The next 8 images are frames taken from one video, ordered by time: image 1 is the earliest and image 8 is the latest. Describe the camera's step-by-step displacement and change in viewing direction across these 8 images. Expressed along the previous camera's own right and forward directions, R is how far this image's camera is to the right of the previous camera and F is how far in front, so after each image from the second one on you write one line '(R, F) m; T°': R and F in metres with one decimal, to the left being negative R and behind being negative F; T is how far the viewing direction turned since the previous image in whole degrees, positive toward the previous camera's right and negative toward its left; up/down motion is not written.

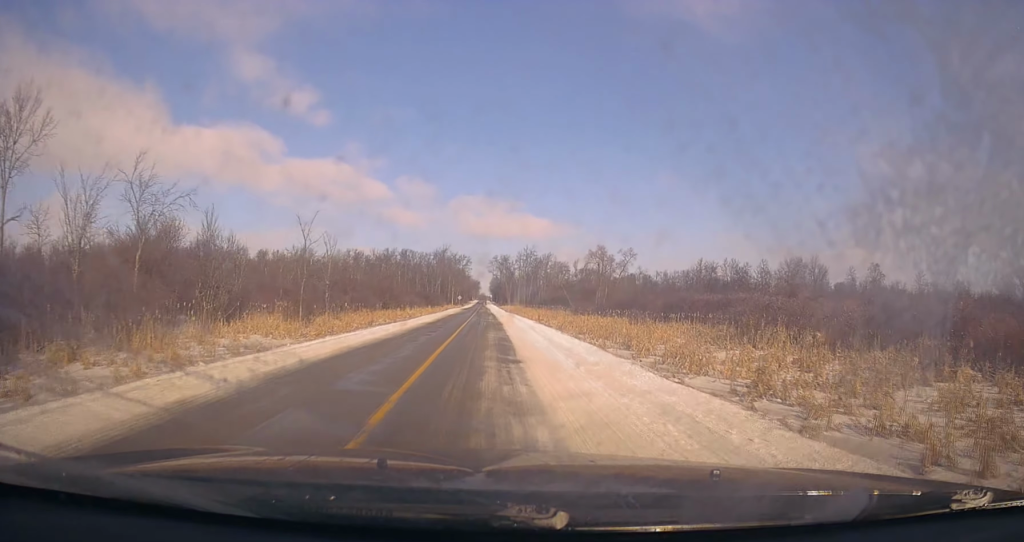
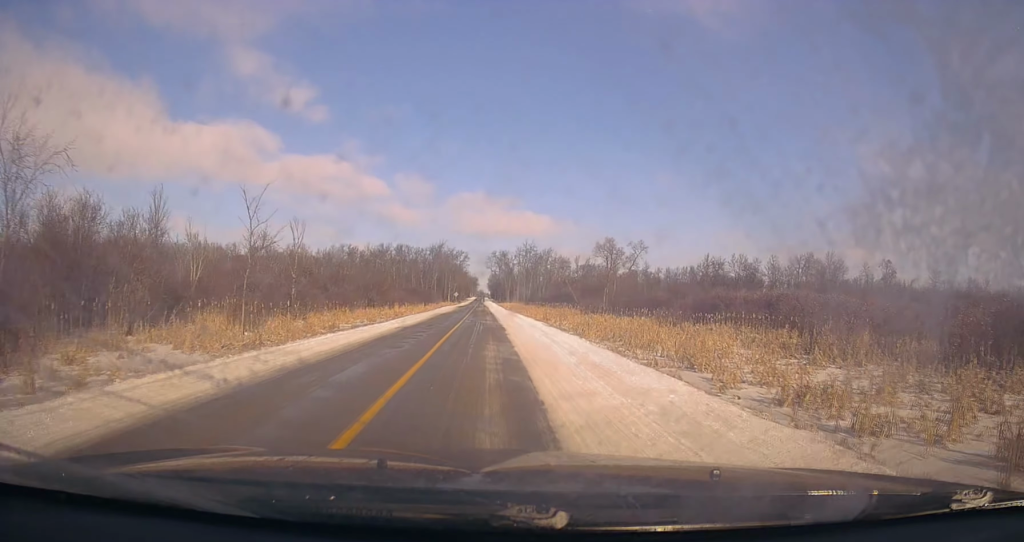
(-0.2, +8.8) m; 0°
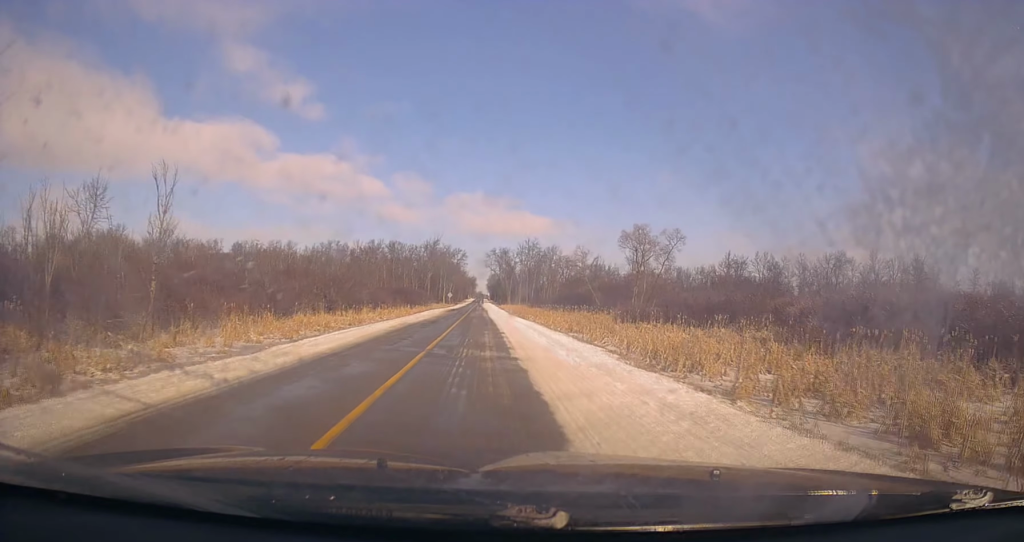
(+0.5, +19.4) m; 0°
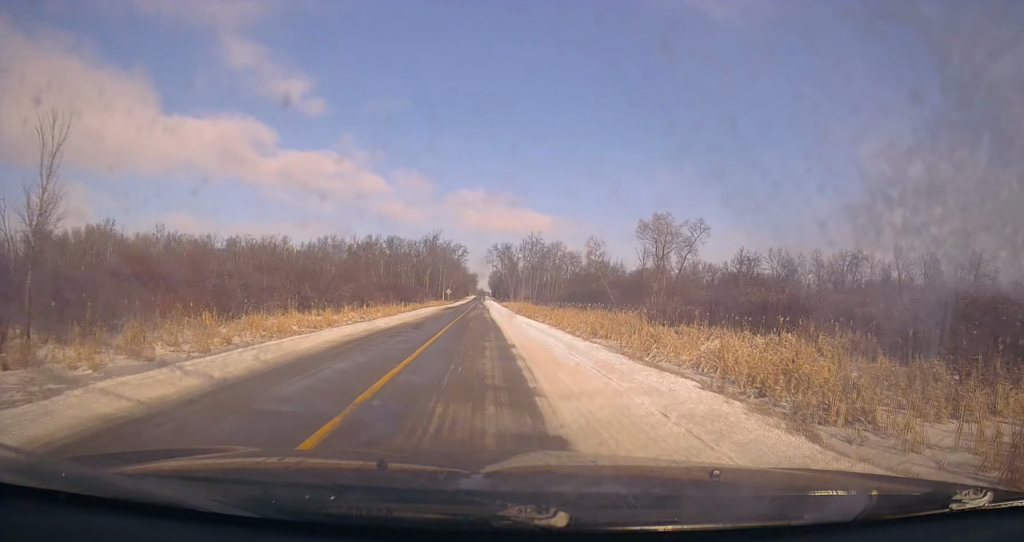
(-0.2, +8.4) m; 0°
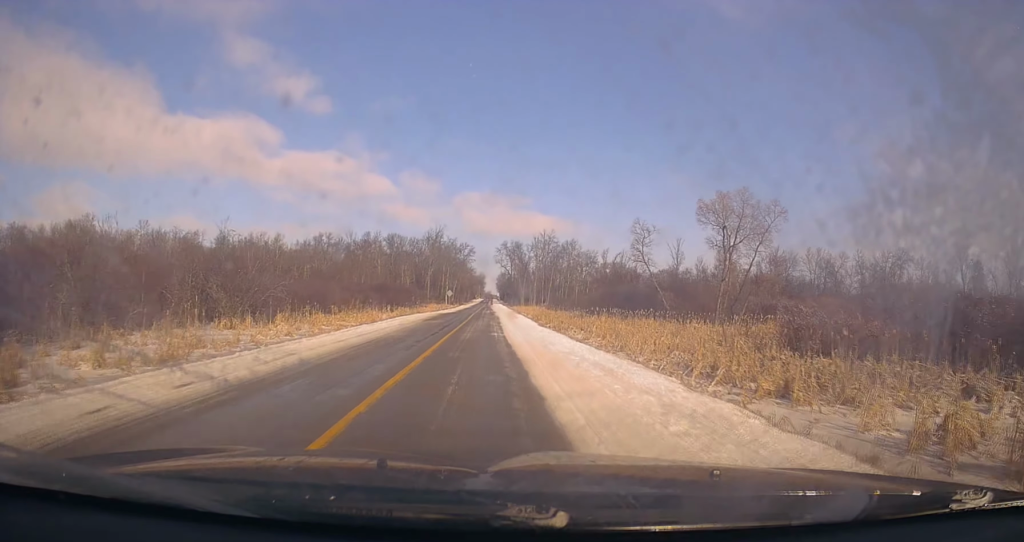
(-0.1, +17.7) m; -1°
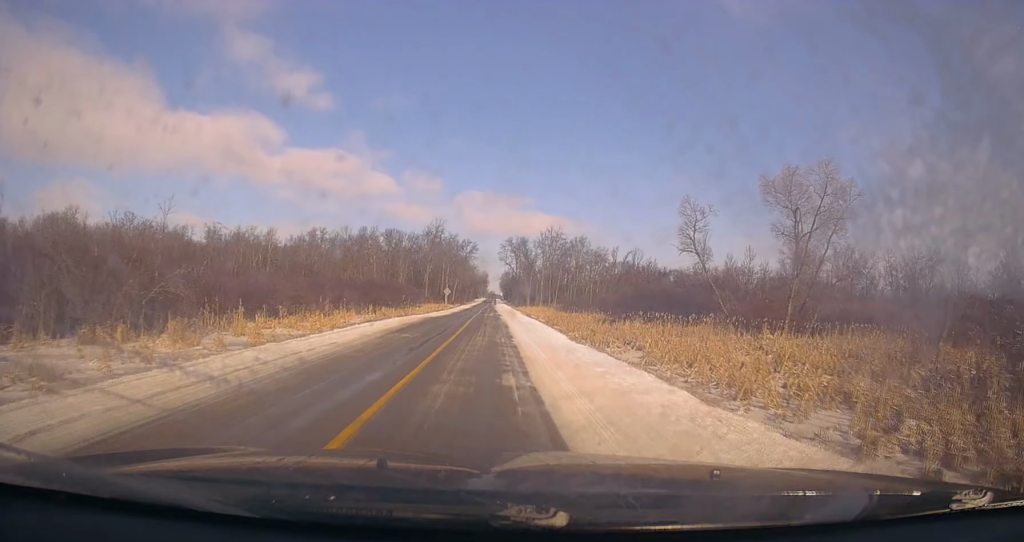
(+0.1, +12.2) m; -1°
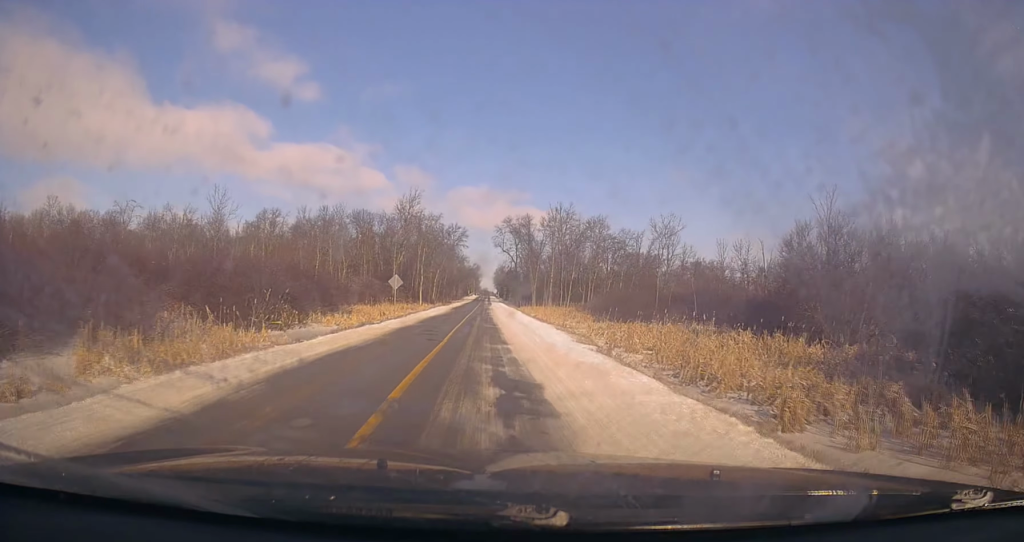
(-0.3, +40.5) m; 0°
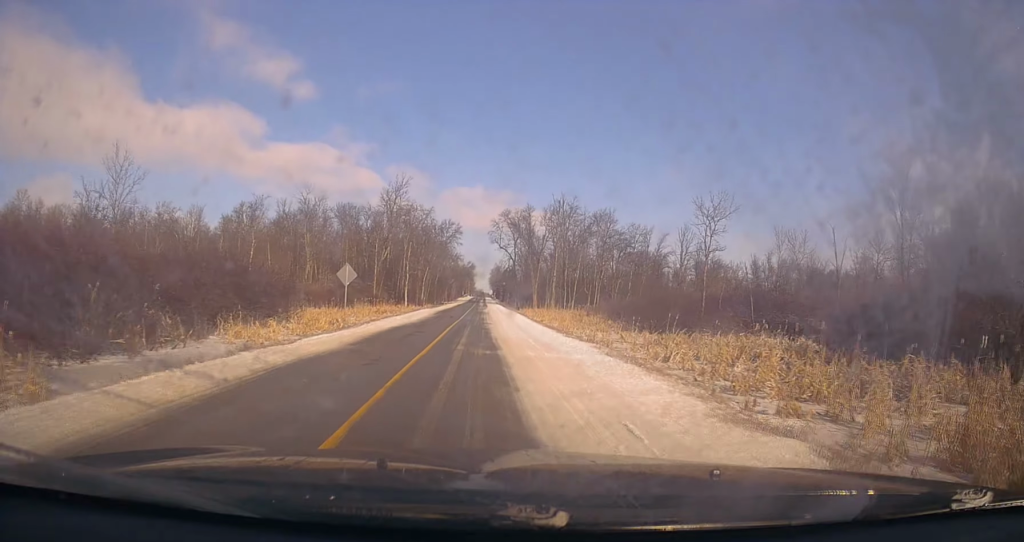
(+0.2, +13.2) m; 0°
